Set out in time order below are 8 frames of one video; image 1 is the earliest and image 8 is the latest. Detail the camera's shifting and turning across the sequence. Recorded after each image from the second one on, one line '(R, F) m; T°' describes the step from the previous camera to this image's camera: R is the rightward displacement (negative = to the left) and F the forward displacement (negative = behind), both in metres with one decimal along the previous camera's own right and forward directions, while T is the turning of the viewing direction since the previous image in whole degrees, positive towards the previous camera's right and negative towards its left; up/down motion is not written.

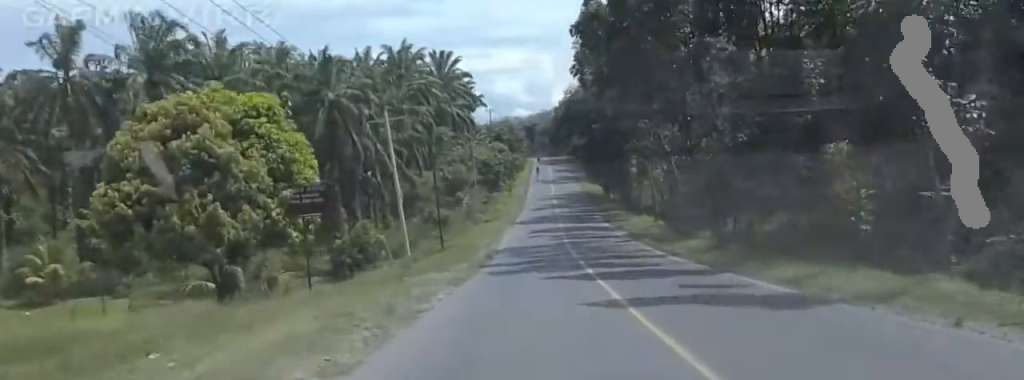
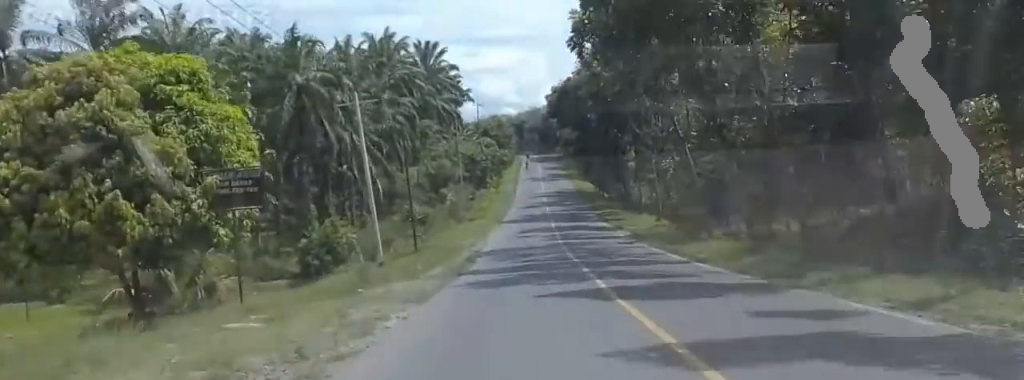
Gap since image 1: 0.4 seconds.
(-0.6, +6.5) m; -2°
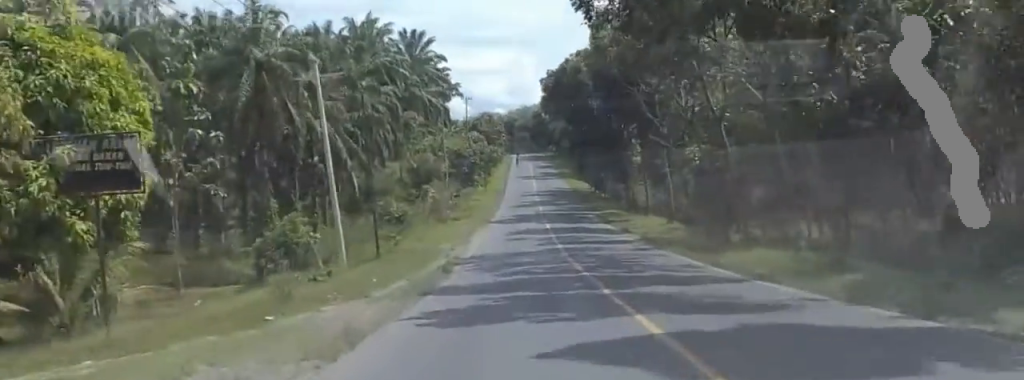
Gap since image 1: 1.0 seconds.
(-0.1, +7.7) m; -1°
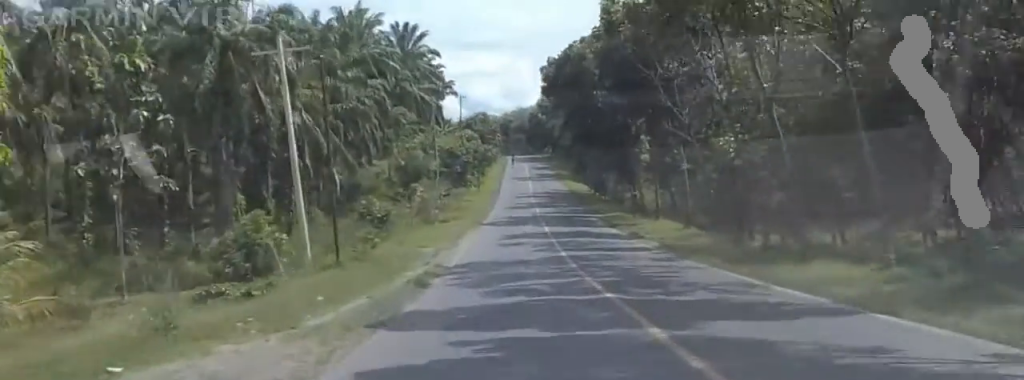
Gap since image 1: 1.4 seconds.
(+0.2, +5.9) m; 0°
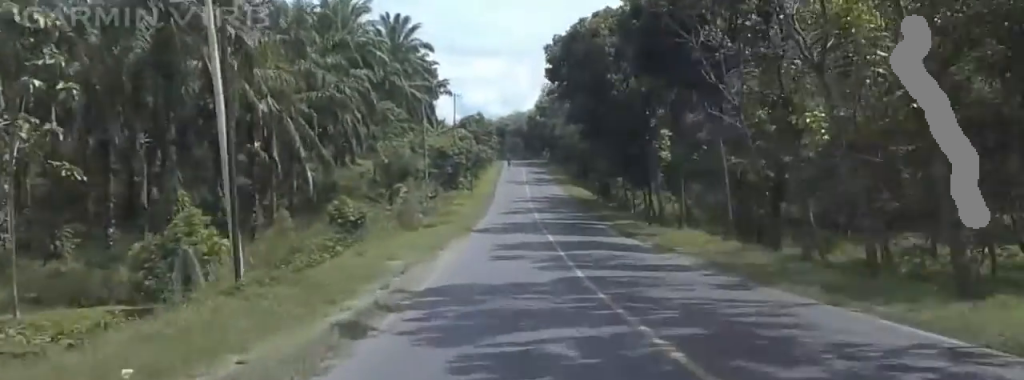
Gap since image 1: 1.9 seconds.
(0.0, +8.1) m; 0°
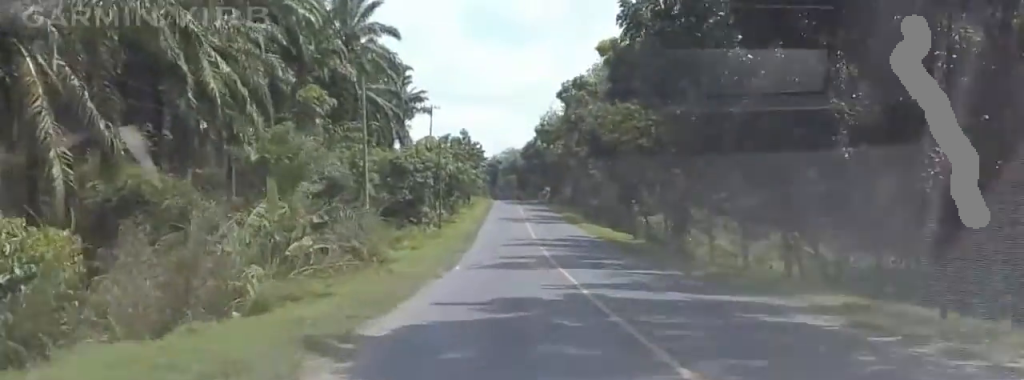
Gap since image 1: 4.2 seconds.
(+0.7, +32.6) m; +1°
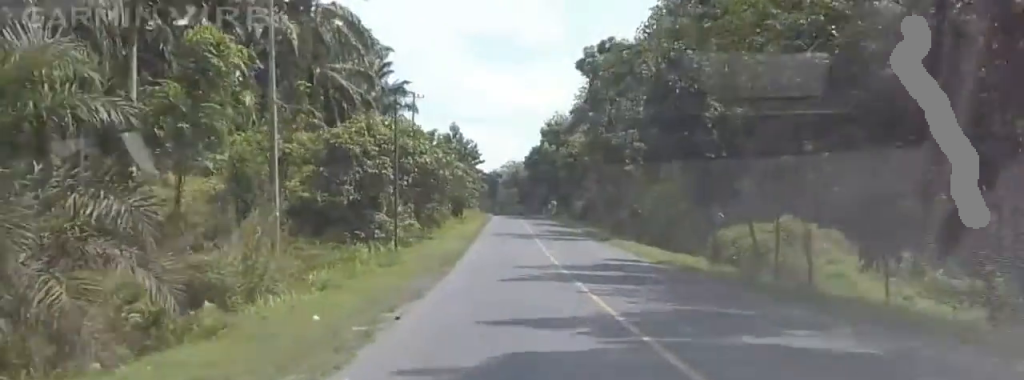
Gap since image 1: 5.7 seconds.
(-0.8, +20.1) m; -3°
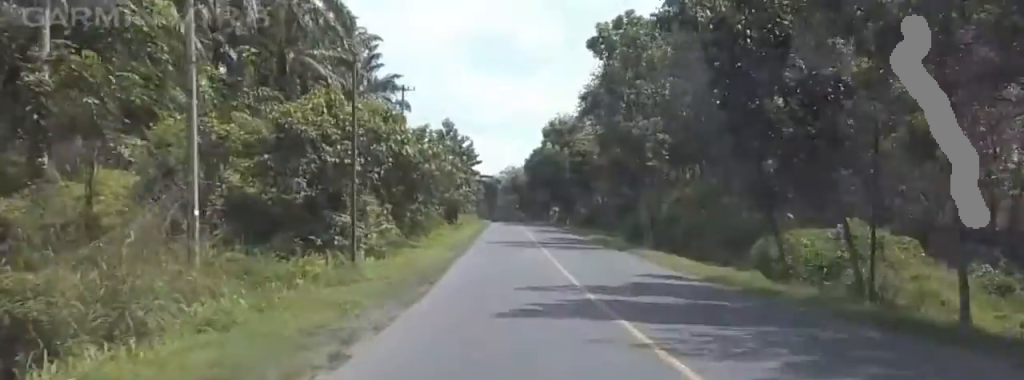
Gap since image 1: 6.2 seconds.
(+0.2, +7.8) m; +1°
